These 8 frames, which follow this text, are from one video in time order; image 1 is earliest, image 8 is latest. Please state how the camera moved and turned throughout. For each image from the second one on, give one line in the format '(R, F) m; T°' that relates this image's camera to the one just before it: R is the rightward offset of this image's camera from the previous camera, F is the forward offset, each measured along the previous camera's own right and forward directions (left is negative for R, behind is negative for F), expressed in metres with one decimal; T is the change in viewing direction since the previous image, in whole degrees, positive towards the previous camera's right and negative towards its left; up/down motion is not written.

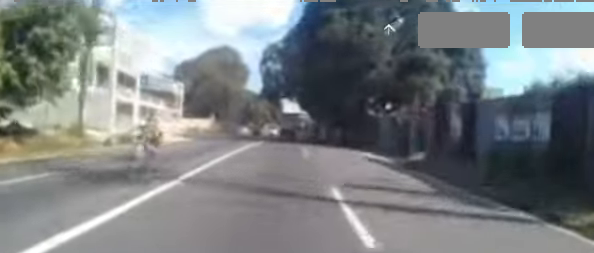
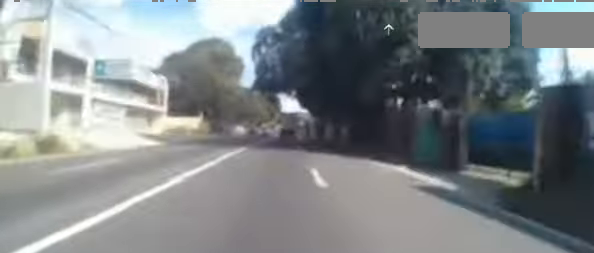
(+0.1, +6.0) m; +1°
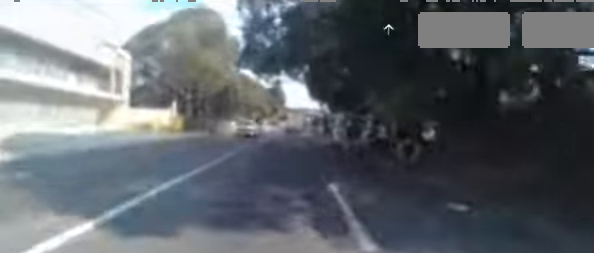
(-0.1, +12.5) m; -2°
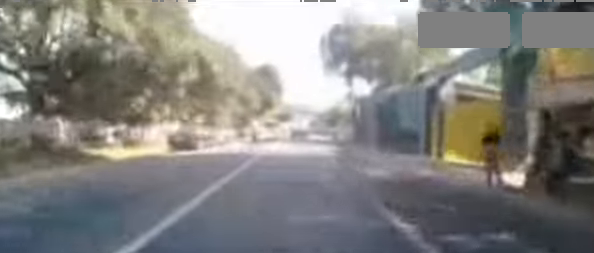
(-1.2, +30.4) m; -2°
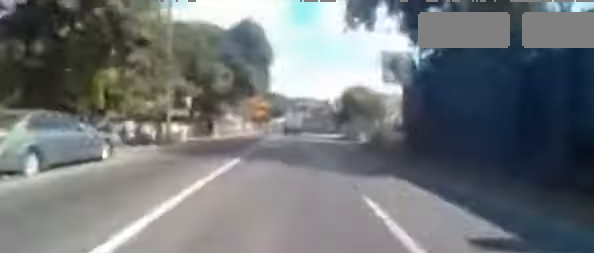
(+0.1, +19.3) m; +1°
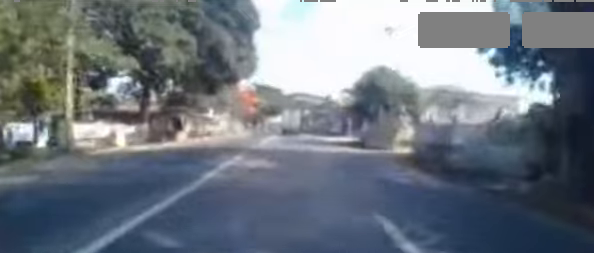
(+0.1, +12.0) m; +1°
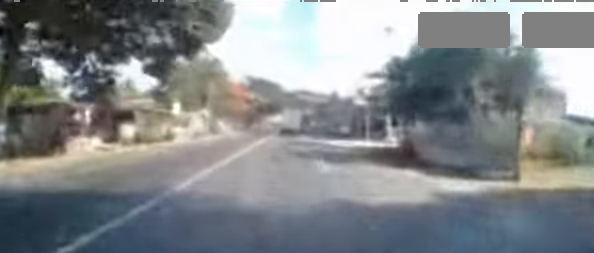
(+0.2, +13.7) m; +1°
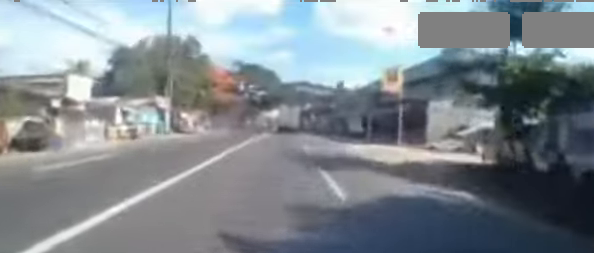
(+0.1, +13.2) m; 0°
